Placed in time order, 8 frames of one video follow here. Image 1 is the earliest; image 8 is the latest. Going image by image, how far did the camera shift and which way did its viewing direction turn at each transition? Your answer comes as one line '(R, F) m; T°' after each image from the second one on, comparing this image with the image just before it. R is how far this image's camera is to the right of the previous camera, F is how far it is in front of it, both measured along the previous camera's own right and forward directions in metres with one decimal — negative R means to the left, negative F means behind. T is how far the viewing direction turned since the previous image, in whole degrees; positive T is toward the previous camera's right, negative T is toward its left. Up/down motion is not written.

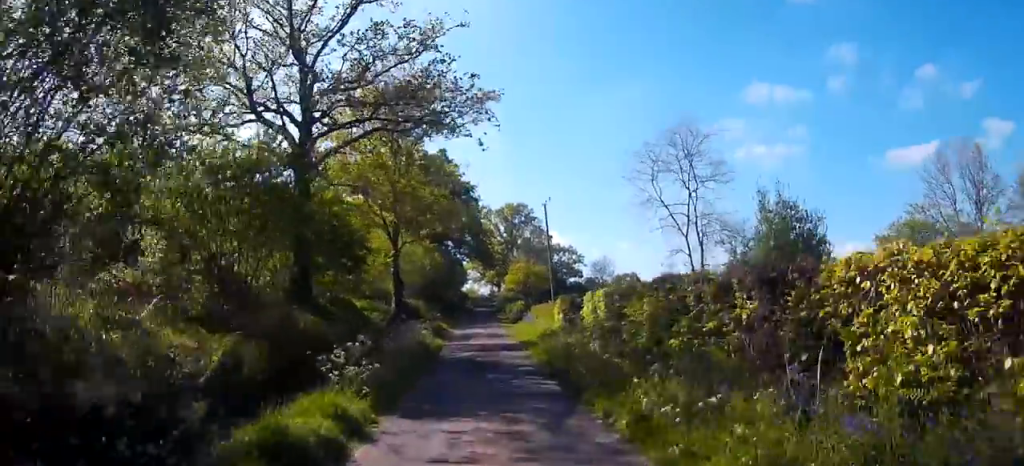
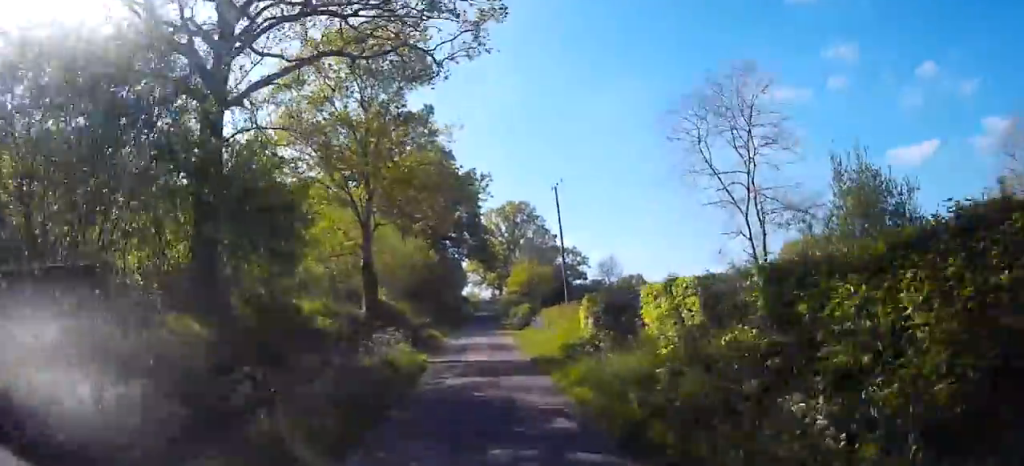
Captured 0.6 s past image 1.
(-0.2, +6.7) m; -1°
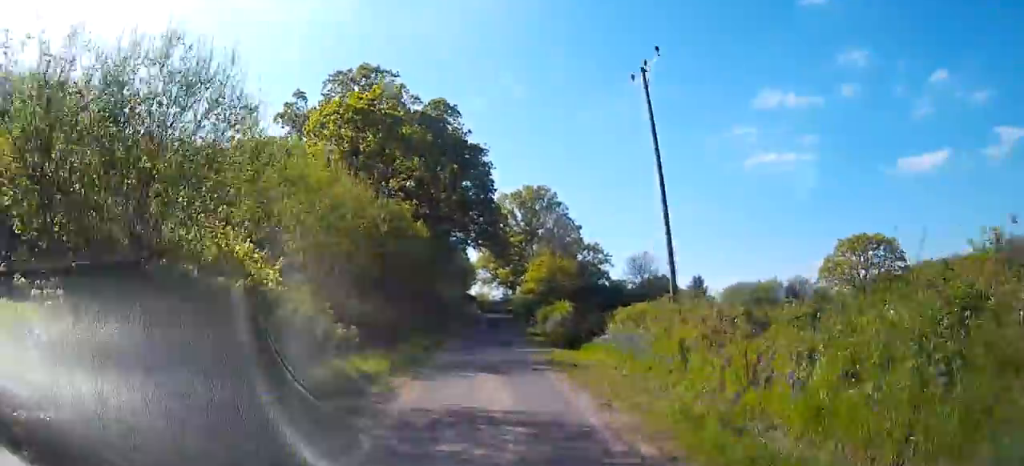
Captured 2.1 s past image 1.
(+0.1, +18.1) m; +2°
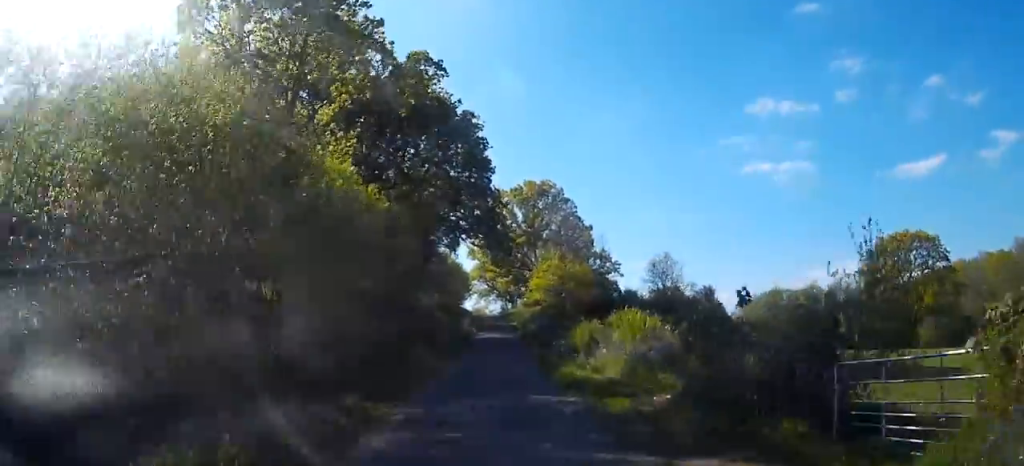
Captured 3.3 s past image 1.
(+0.3, +14.6) m; +1°
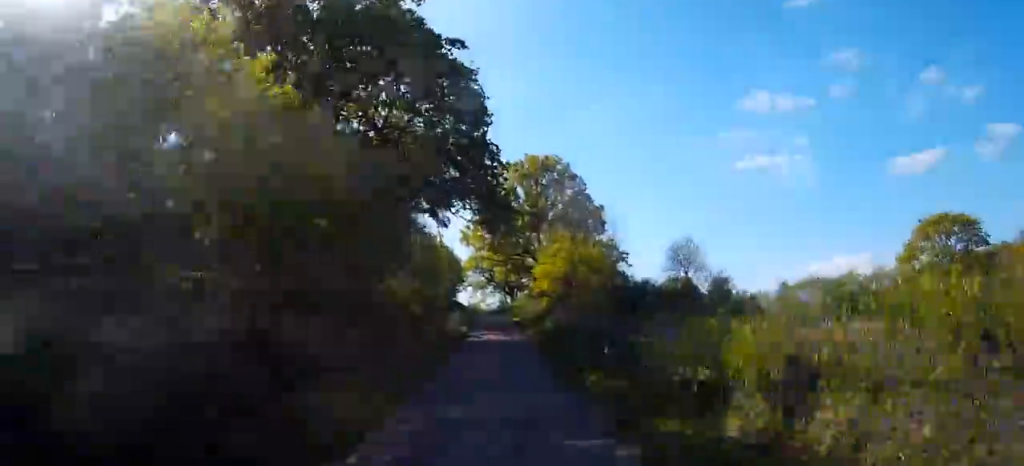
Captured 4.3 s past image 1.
(0.0, +11.9) m; 0°
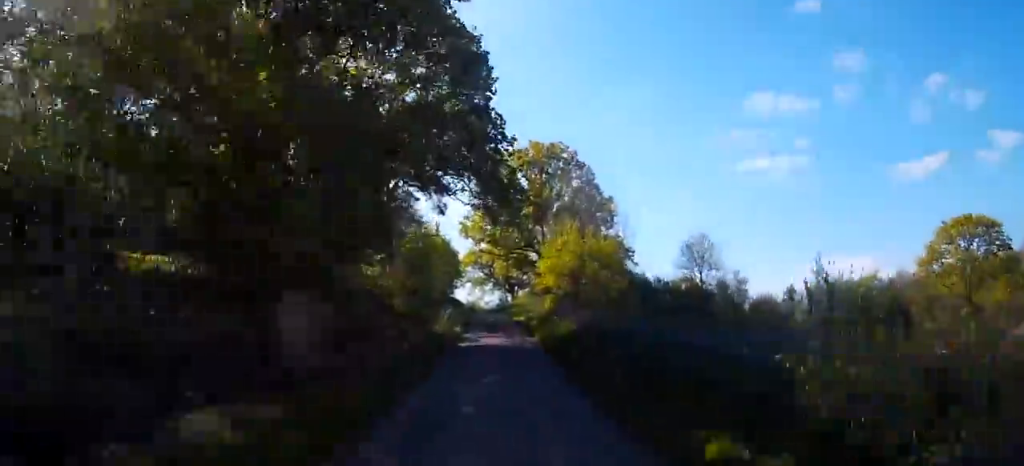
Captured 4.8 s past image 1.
(0.0, +5.5) m; 0°
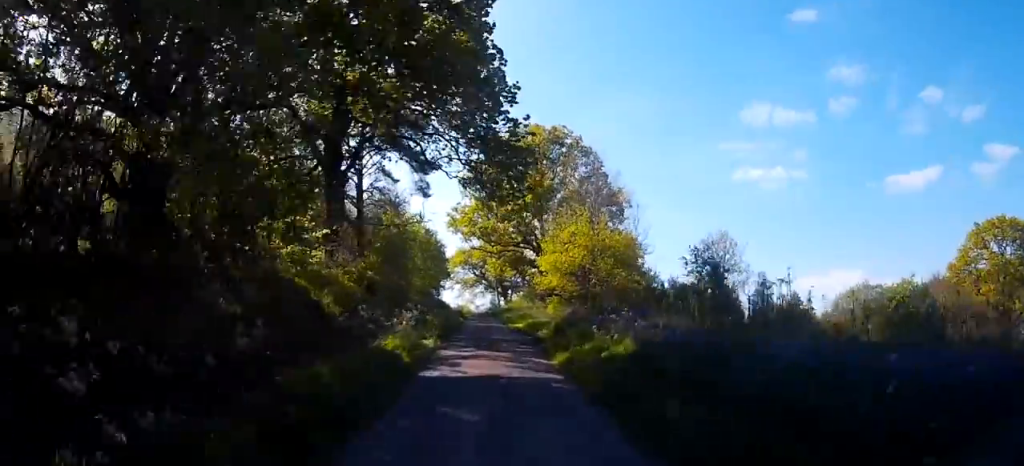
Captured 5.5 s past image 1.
(+0.1, +8.7) m; +1°
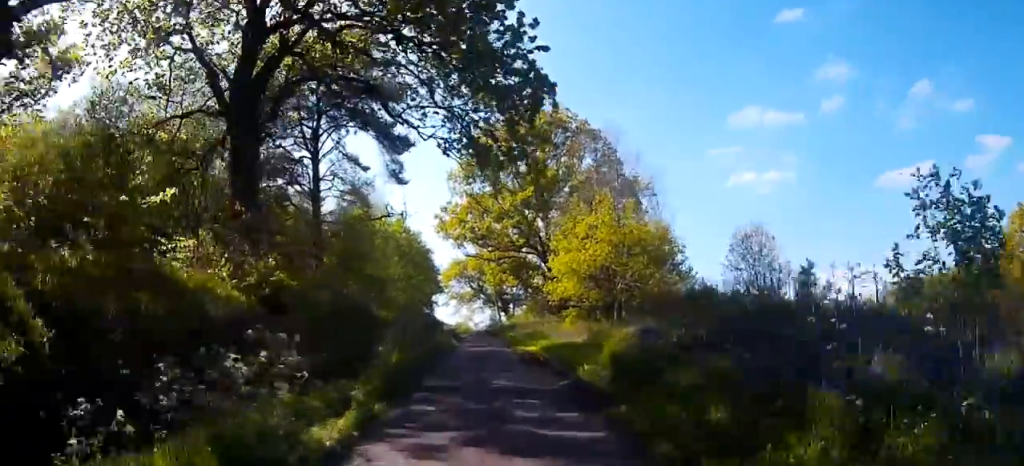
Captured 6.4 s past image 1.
(0.0, +9.6) m; -1°
